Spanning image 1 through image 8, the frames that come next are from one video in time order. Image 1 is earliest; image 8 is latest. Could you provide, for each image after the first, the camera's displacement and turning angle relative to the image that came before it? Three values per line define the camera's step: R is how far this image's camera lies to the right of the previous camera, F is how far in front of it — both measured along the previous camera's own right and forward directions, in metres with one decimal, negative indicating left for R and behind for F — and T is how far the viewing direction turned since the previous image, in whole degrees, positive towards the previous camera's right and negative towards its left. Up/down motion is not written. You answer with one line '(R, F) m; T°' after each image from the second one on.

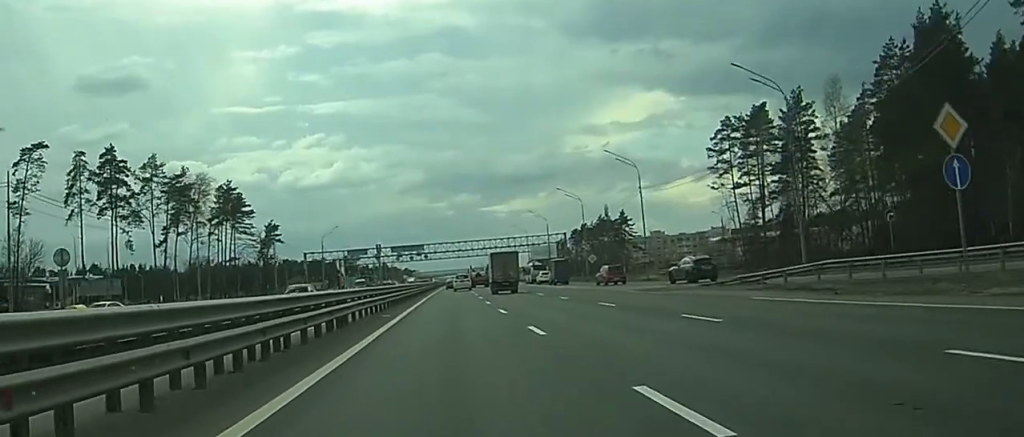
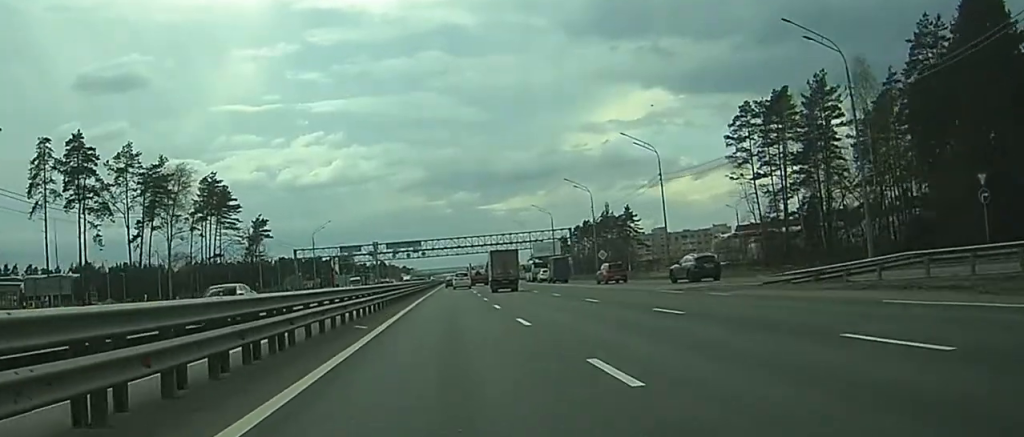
(-0.1, +9.4) m; 0°
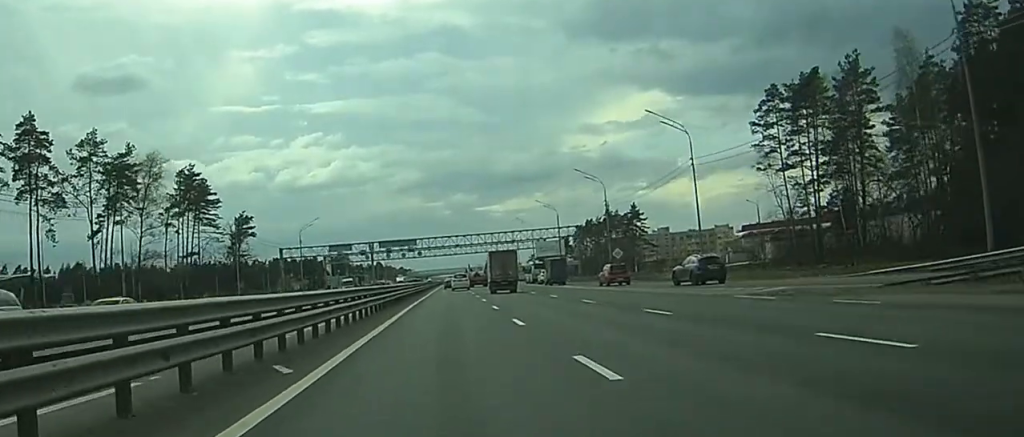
(-0.1, +11.6) m; 0°
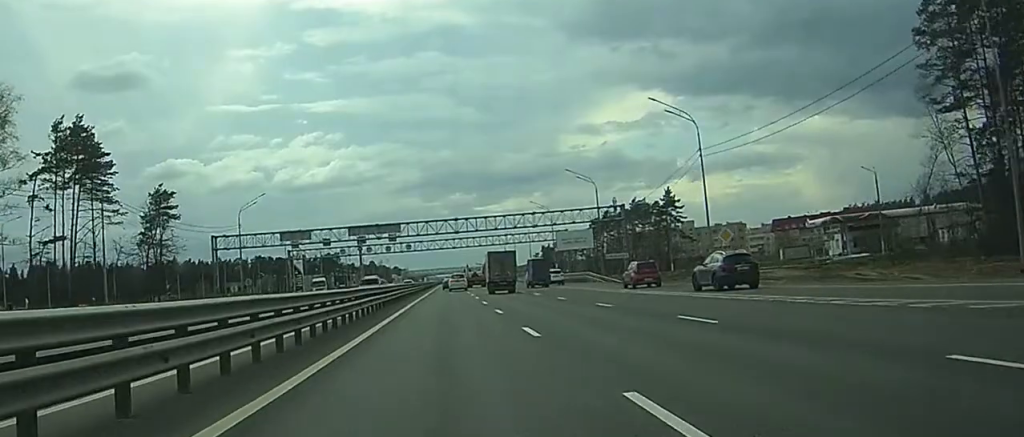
(+0.3, +41.7) m; 0°
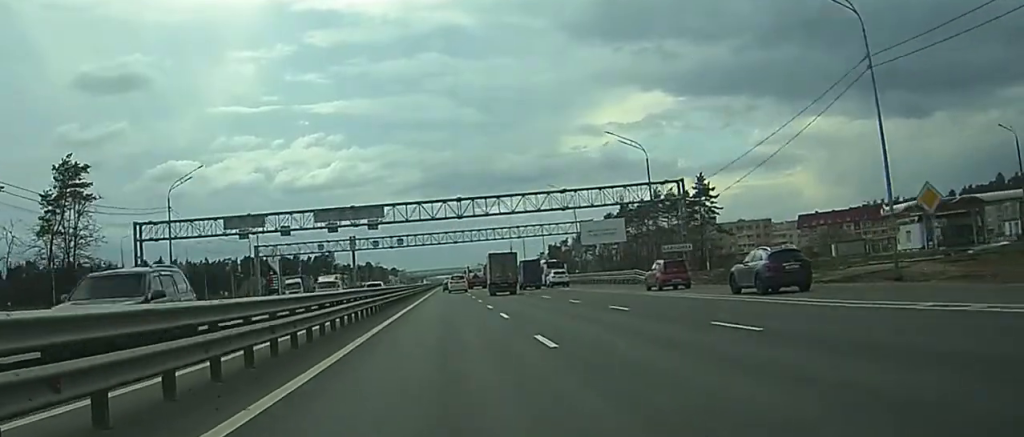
(-0.3, +27.8) m; 0°
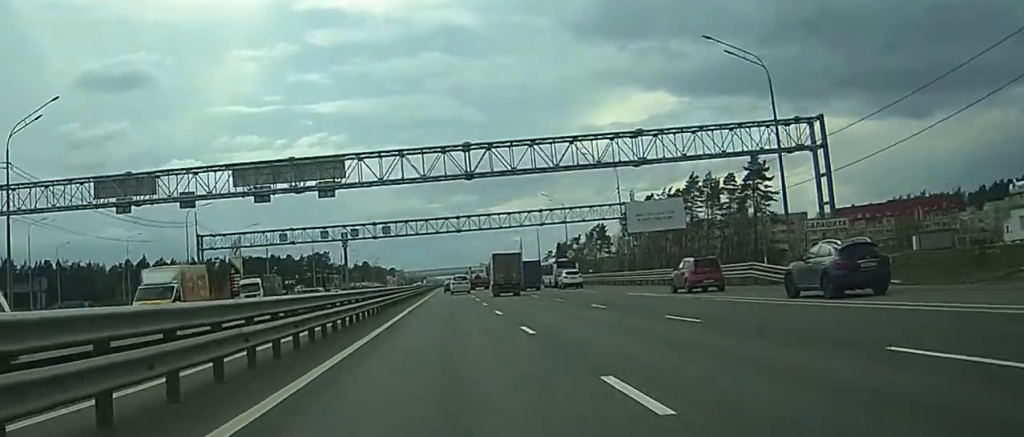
(+0.3, +30.8) m; +1°
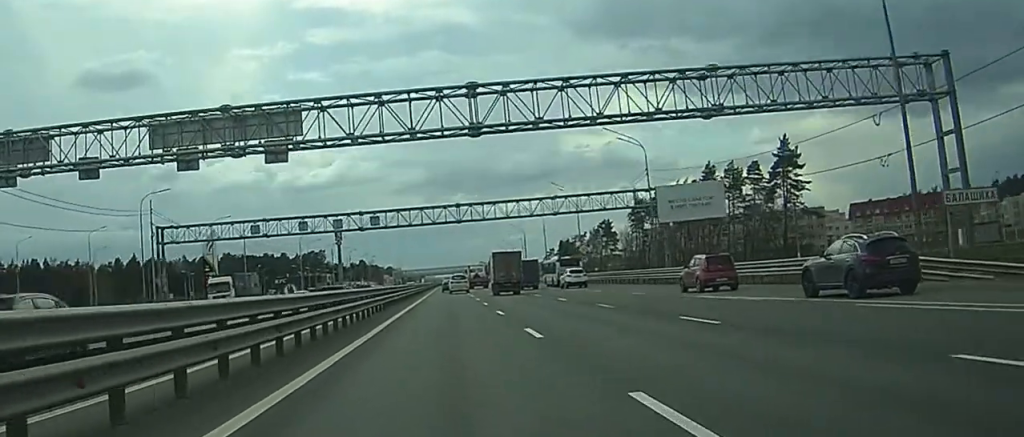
(0.0, +13.7) m; 0°
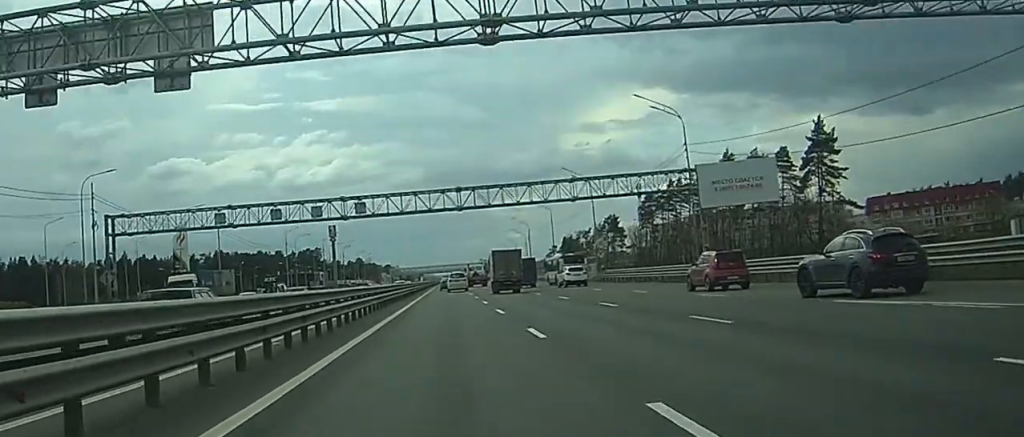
(0.0, +13.0) m; 0°
